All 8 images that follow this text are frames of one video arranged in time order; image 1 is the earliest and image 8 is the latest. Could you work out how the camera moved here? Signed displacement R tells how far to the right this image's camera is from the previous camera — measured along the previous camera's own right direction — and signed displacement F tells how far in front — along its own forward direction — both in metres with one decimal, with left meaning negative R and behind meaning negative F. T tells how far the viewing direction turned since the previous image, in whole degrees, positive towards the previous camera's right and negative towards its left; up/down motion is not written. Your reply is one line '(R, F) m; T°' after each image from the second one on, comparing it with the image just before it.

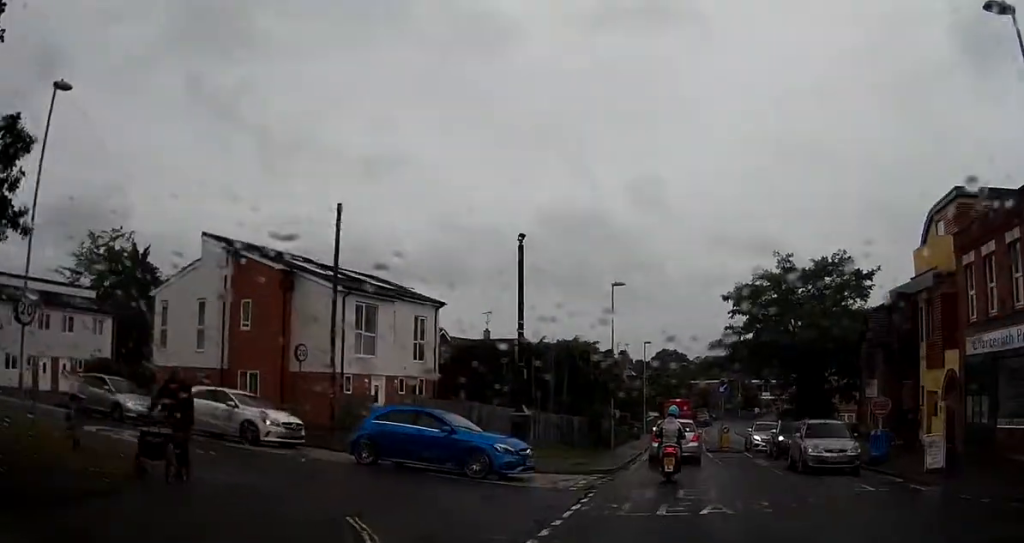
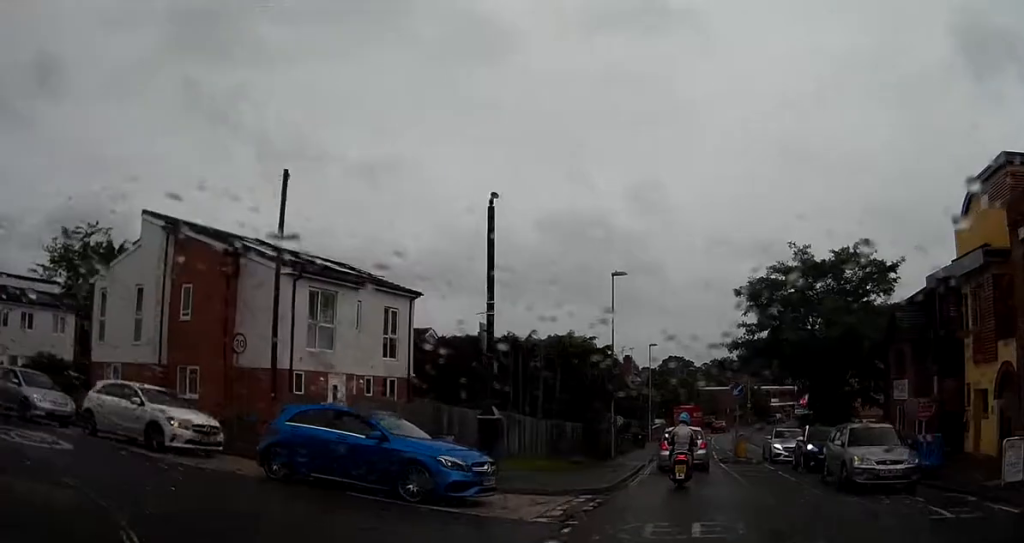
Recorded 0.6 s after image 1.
(-0.2, +4.9) m; +1°
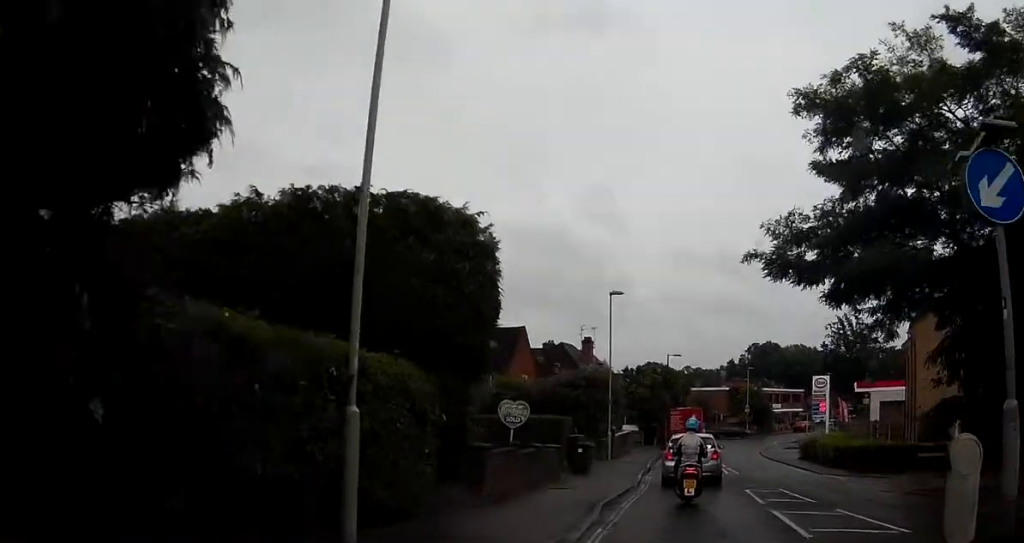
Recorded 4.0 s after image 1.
(+7.2, +28.3) m; +20°
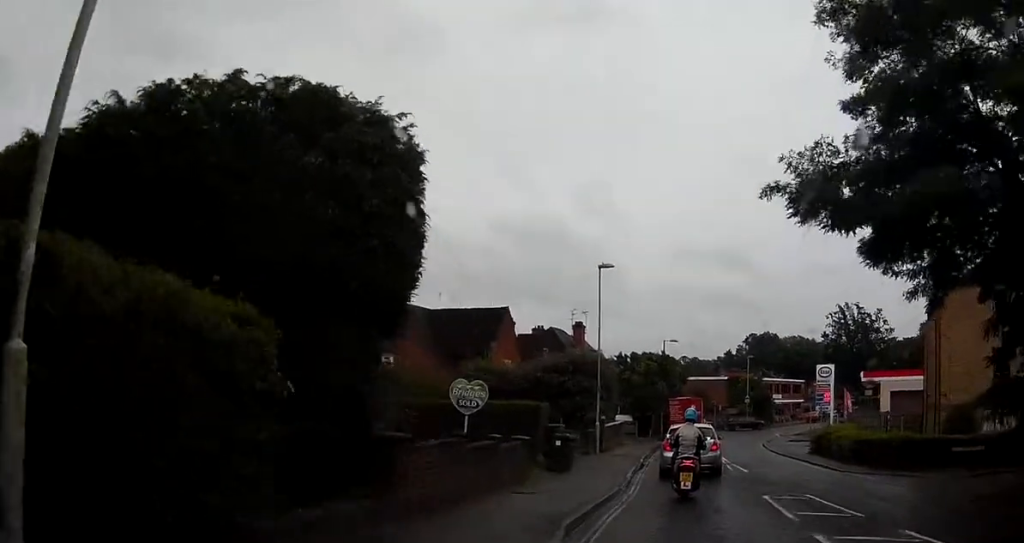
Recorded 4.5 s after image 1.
(+0.3, +4.6) m; -5°
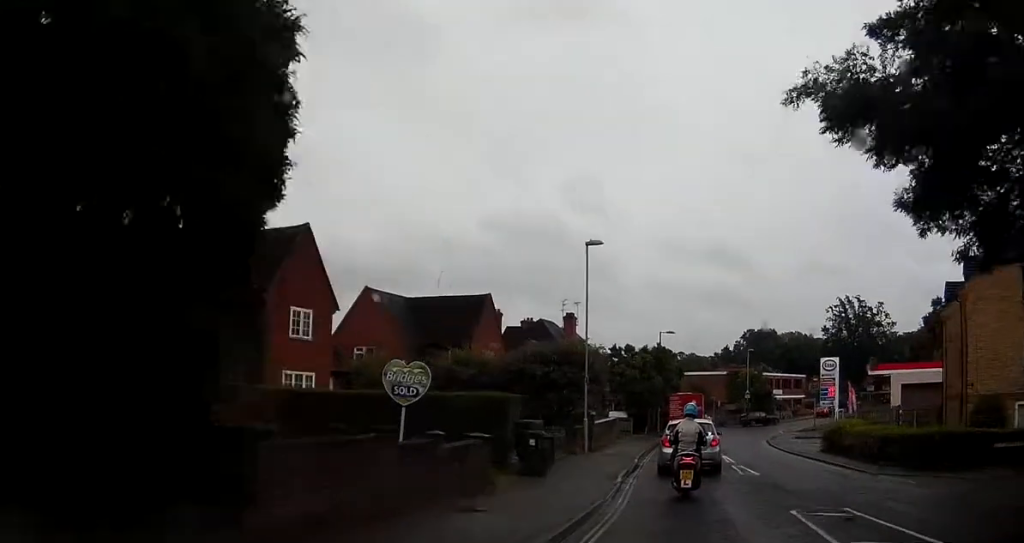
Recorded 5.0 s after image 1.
(-0.5, +3.8) m; -4°
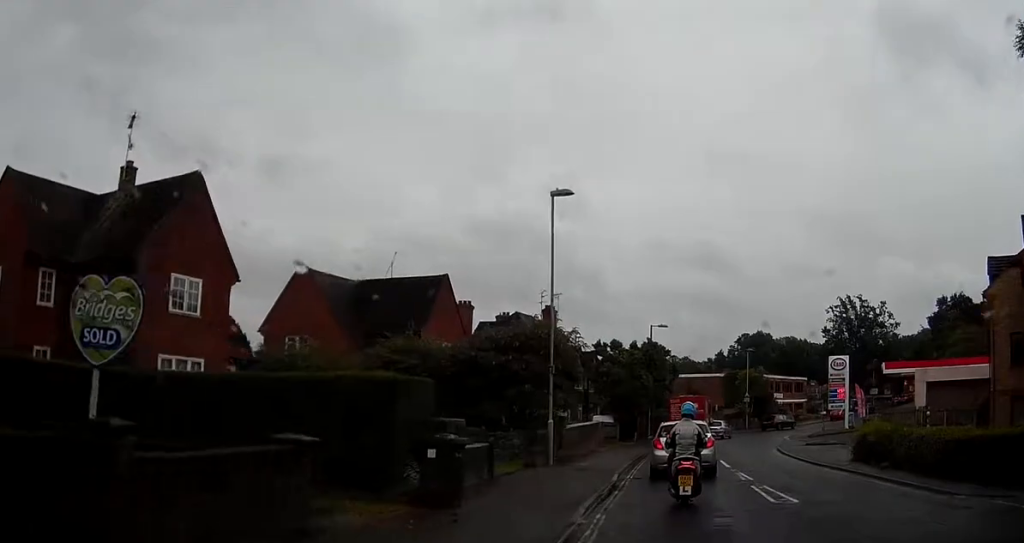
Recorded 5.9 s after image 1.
(-0.7, +7.3) m; -4°
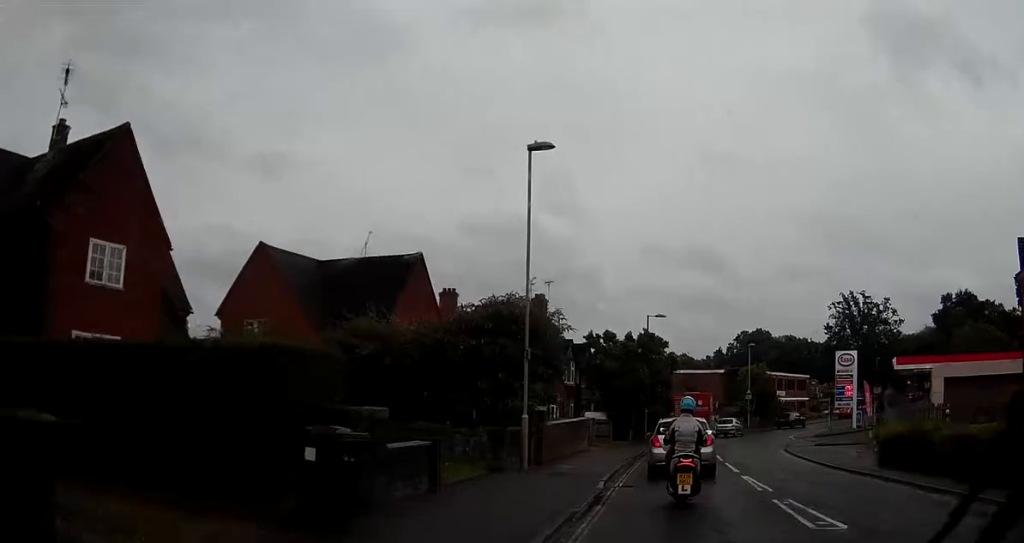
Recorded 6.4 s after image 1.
(0.0, +3.7) m; +2°
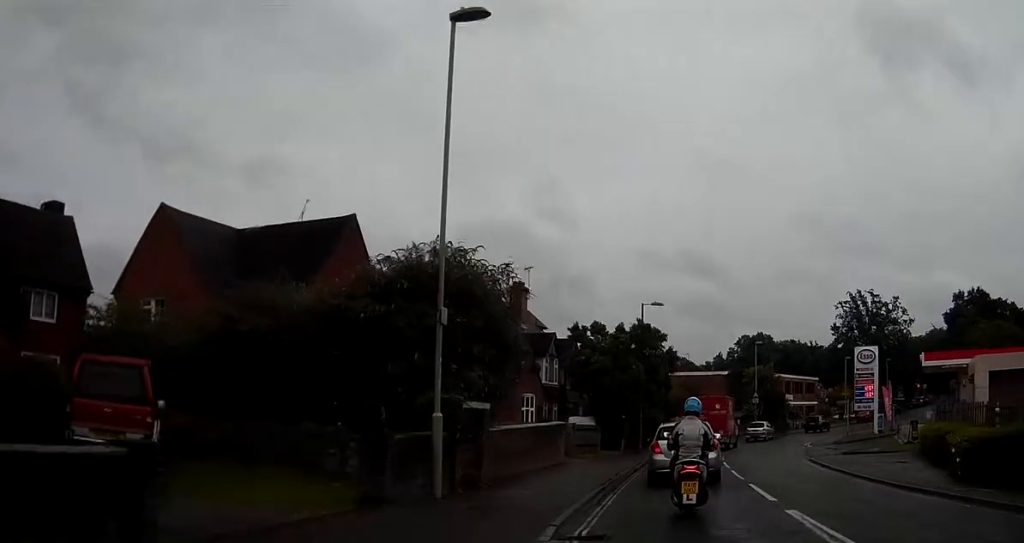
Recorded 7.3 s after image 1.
(+0.3, +7.0) m; +1°
